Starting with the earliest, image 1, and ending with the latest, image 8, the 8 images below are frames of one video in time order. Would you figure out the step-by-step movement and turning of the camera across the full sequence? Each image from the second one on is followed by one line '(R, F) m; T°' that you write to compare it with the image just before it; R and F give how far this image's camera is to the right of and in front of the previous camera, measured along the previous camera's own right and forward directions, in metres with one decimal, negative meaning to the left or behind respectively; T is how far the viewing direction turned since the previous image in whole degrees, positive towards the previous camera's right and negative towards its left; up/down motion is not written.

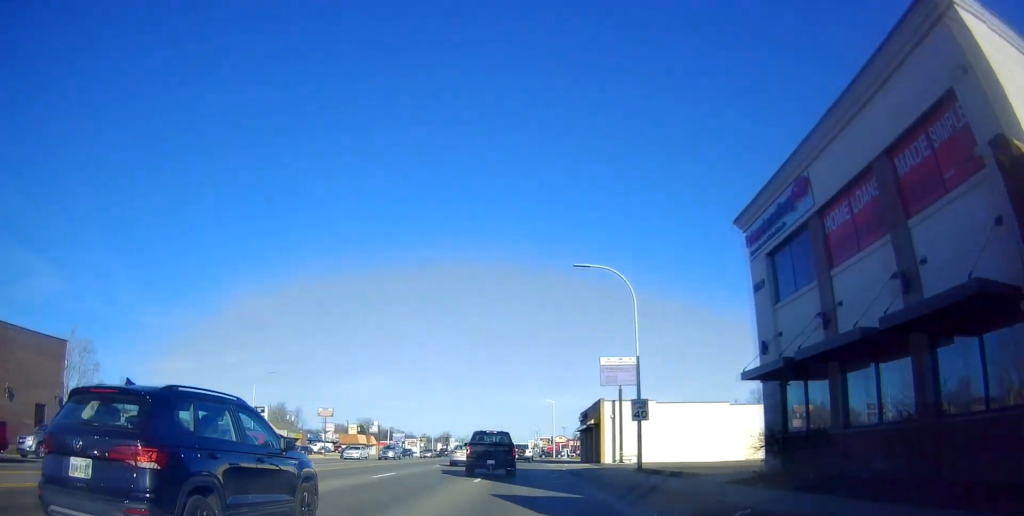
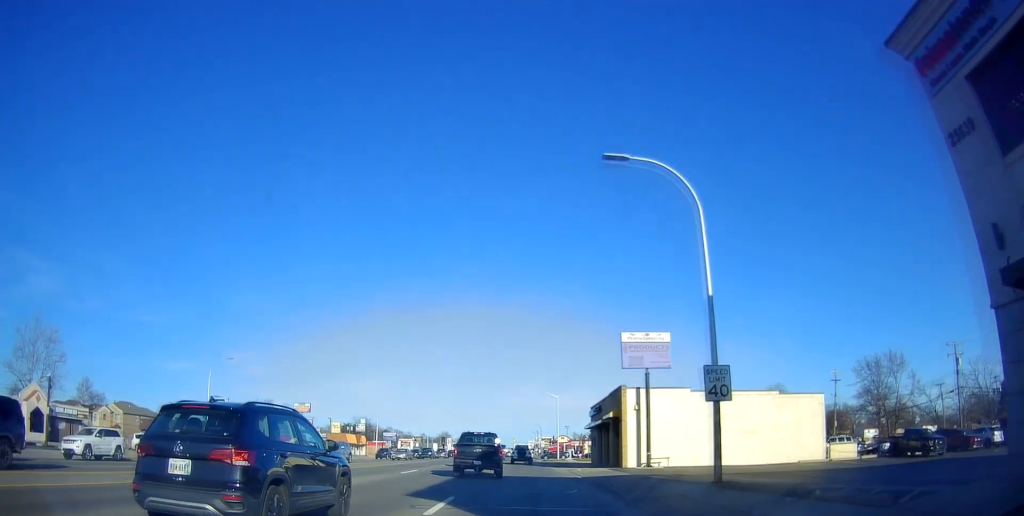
(-0.1, +9.5) m; -1°
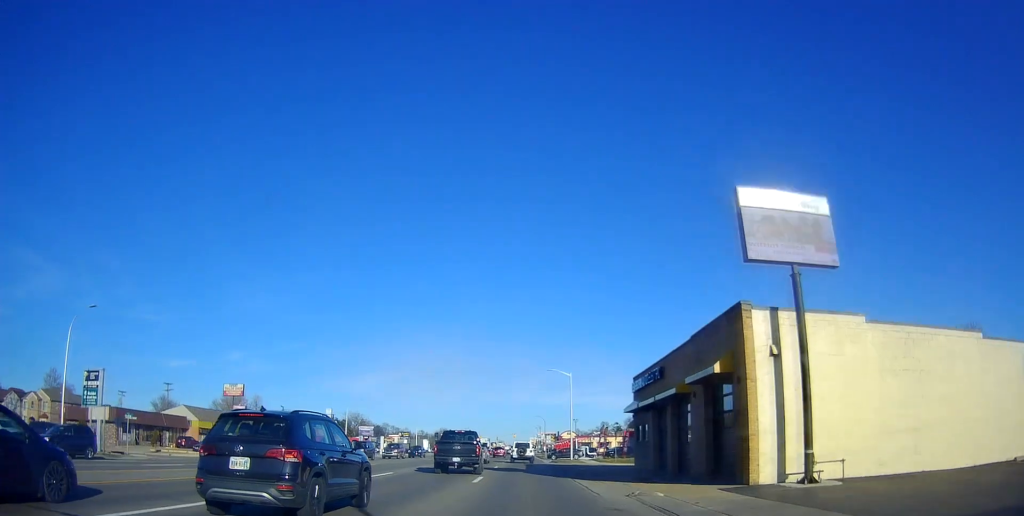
(0.0, +19.9) m; +2°
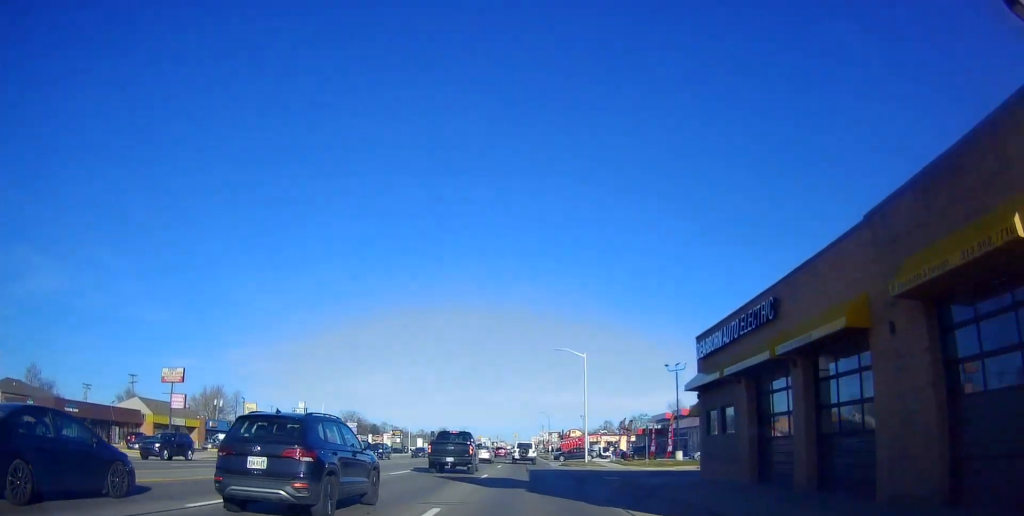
(+0.2, +12.4) m; 0°
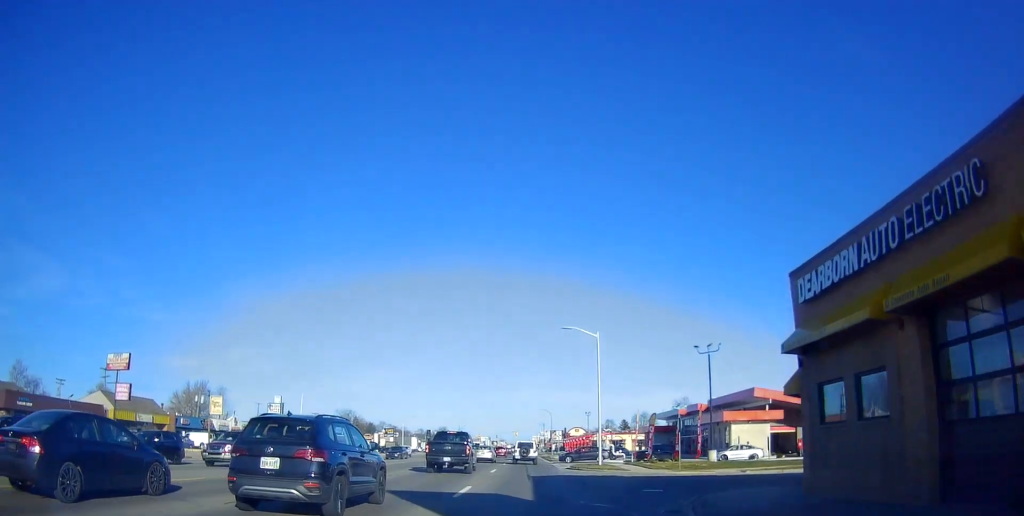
(+0.1, +8.6) m; -1°
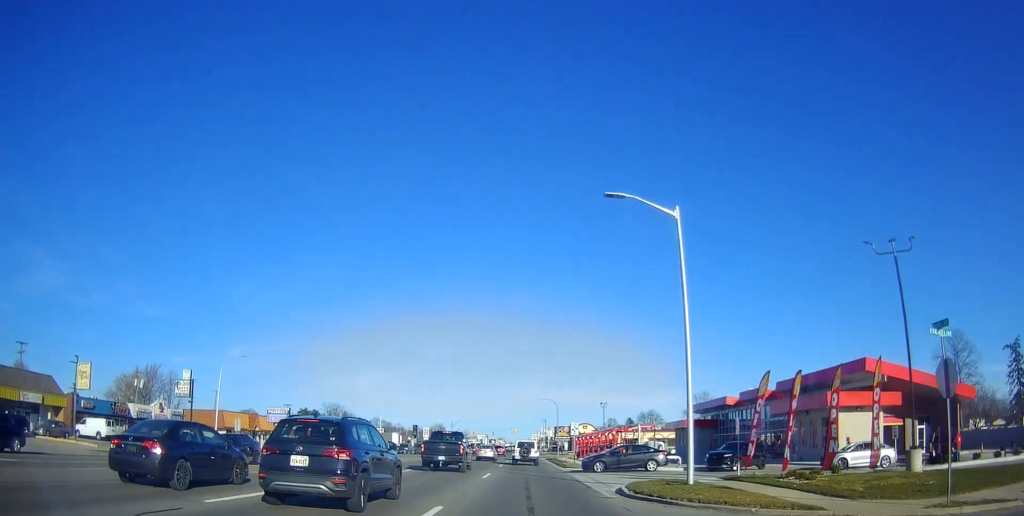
(-0.2, +22.5) m; +1°
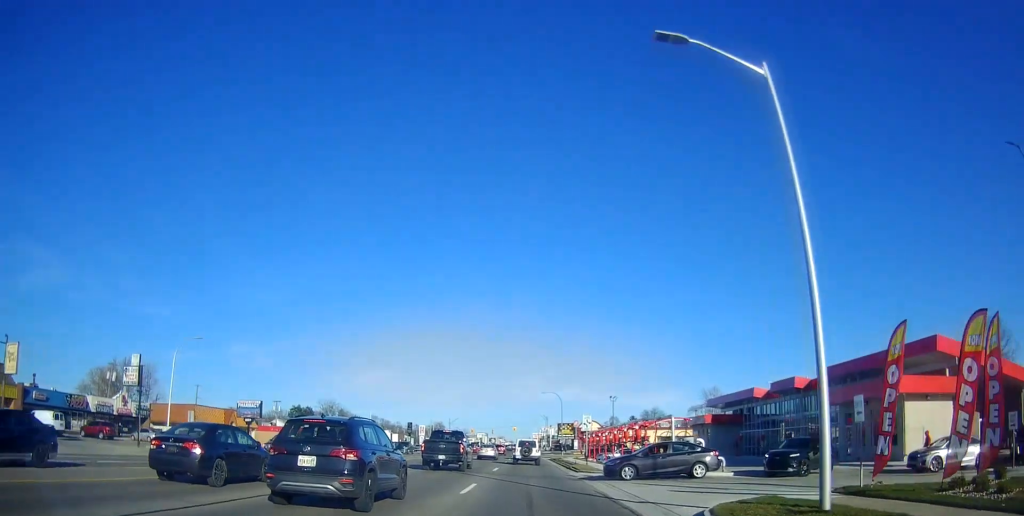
(+0.1, +9.0) m; +1°
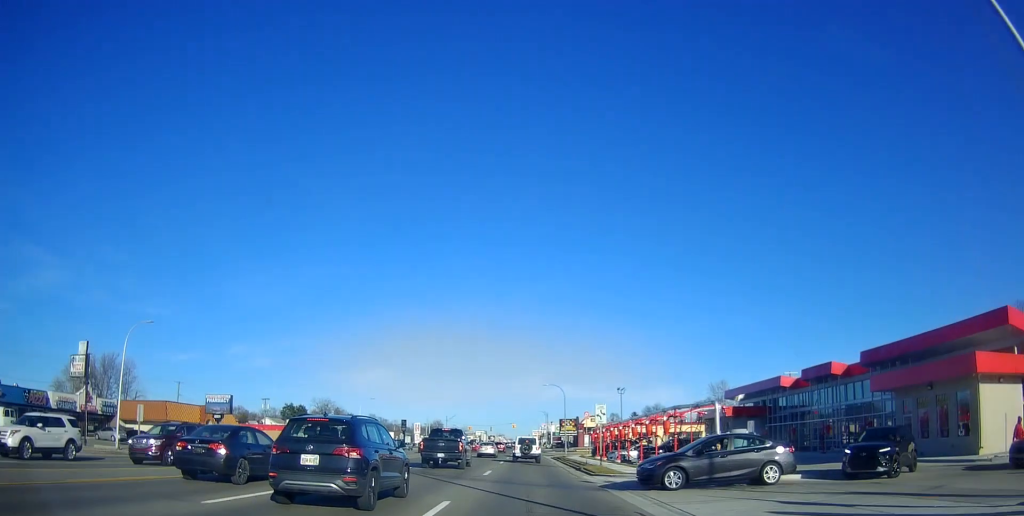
(0.0, +7.6) m; 0°
